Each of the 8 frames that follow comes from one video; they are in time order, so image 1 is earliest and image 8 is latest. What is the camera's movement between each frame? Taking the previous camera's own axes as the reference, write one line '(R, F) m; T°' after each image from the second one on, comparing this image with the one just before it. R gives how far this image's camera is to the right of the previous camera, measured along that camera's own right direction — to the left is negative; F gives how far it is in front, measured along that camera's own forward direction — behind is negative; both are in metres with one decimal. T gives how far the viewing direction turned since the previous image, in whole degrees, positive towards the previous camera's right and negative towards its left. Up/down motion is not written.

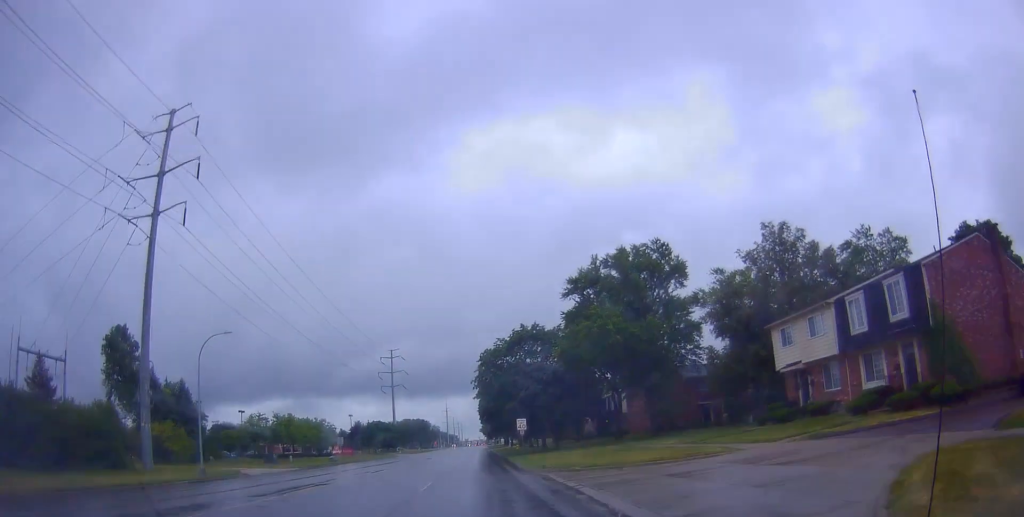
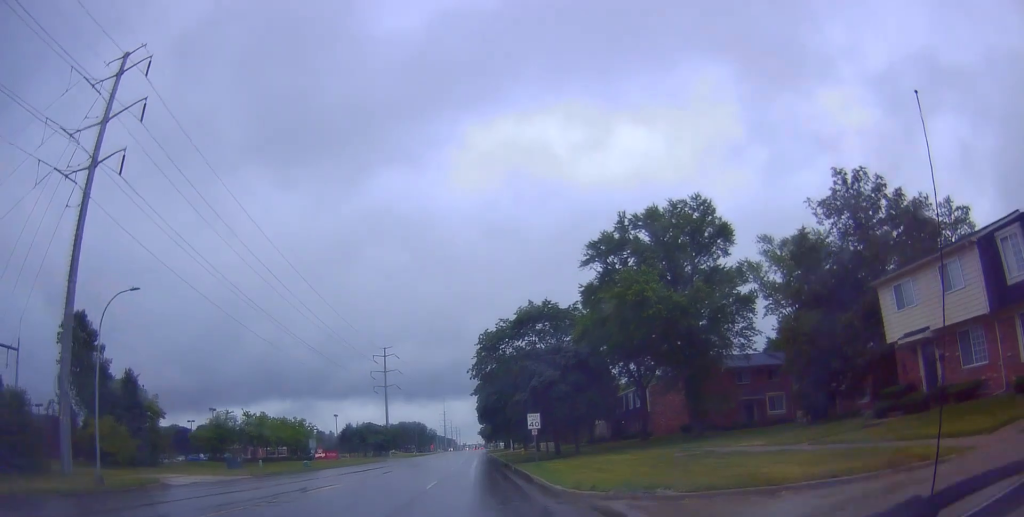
(-0.2, +11.1) m; 0°
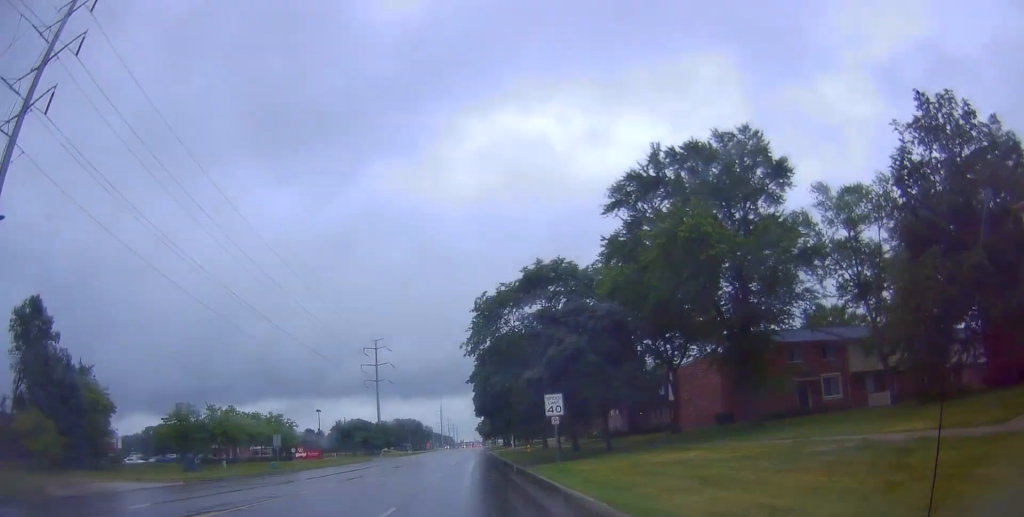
(-0.1, +10.2) m; +1°
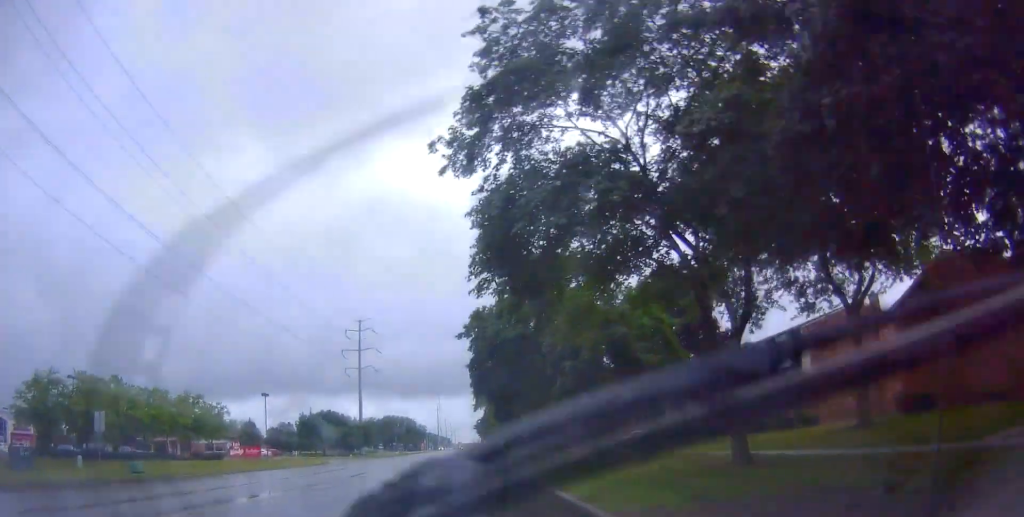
(+0.8, +25.8) m; +2°
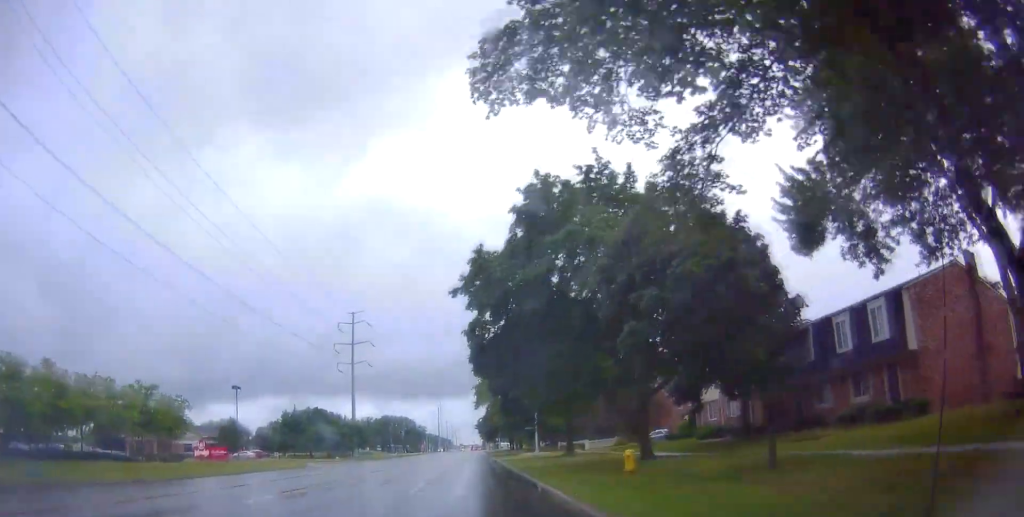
(-0.1, +10.3) m; 0°
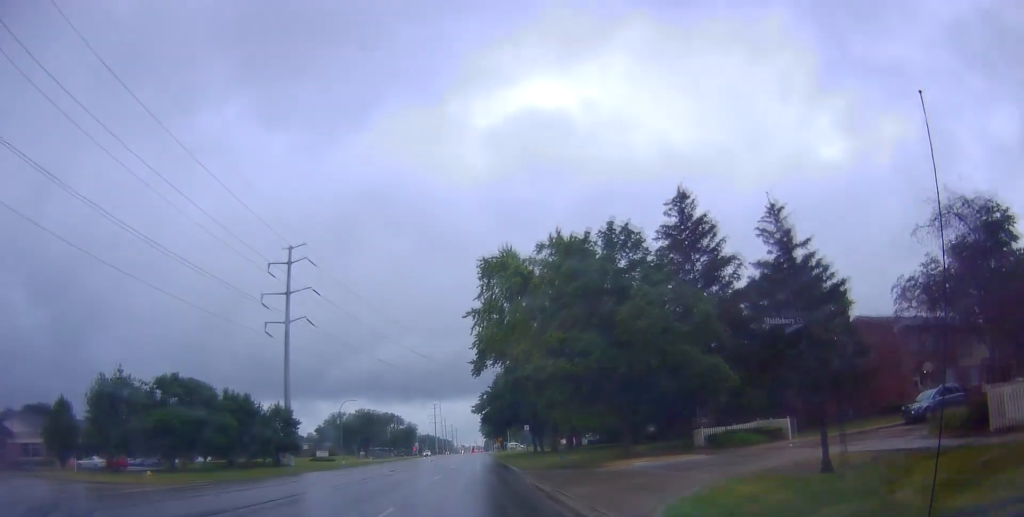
(-1.3, +50.9) m; -1°
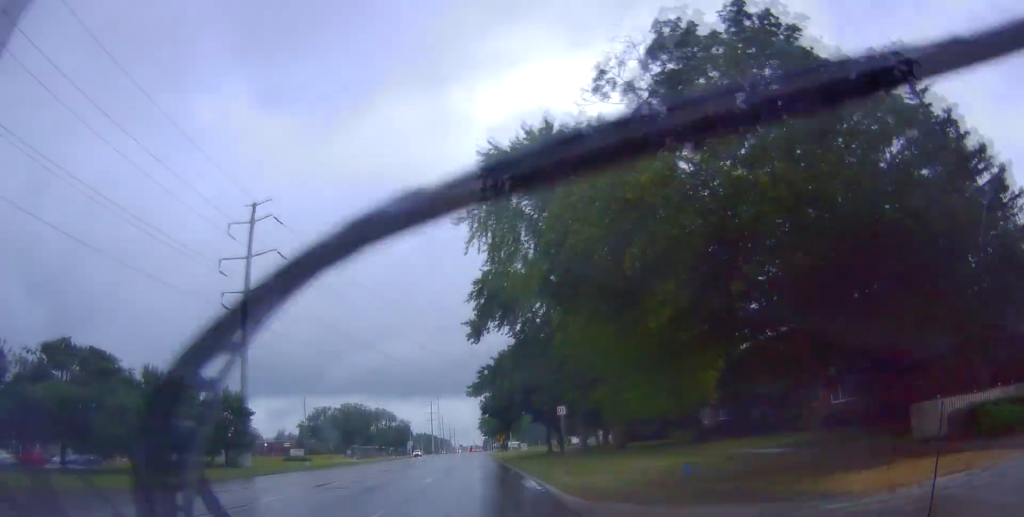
(+0.2, +17.3) m; -1°
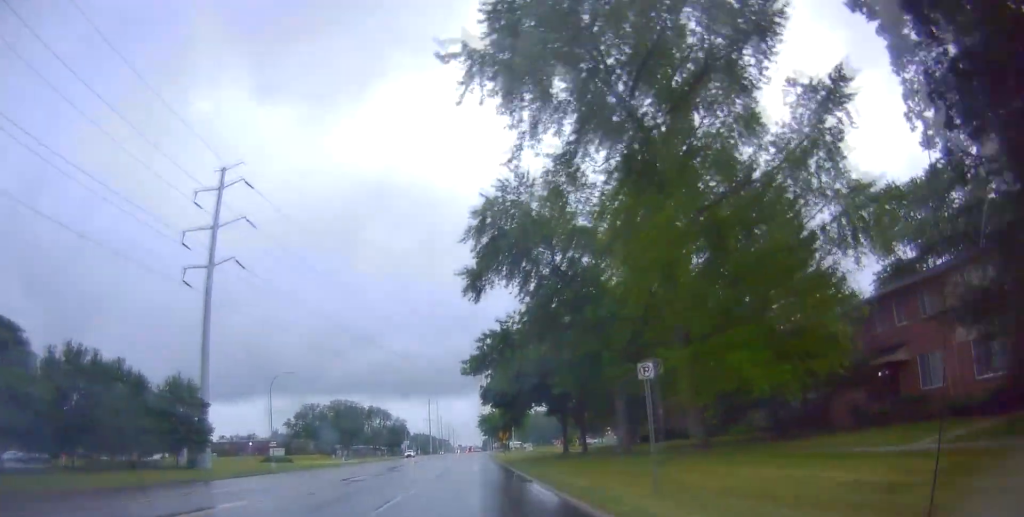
(-0.1, +11.8) m; -1°
